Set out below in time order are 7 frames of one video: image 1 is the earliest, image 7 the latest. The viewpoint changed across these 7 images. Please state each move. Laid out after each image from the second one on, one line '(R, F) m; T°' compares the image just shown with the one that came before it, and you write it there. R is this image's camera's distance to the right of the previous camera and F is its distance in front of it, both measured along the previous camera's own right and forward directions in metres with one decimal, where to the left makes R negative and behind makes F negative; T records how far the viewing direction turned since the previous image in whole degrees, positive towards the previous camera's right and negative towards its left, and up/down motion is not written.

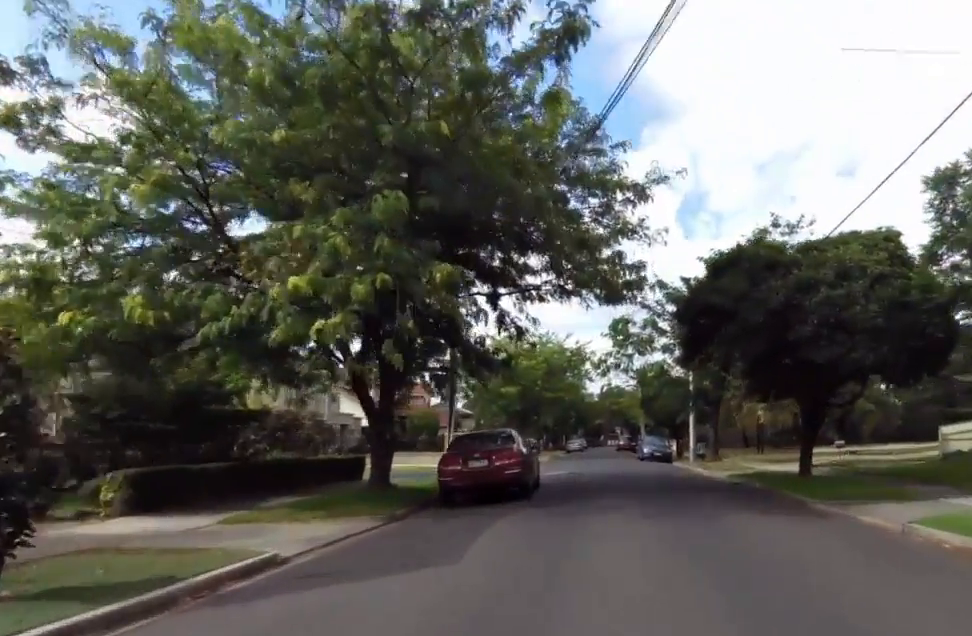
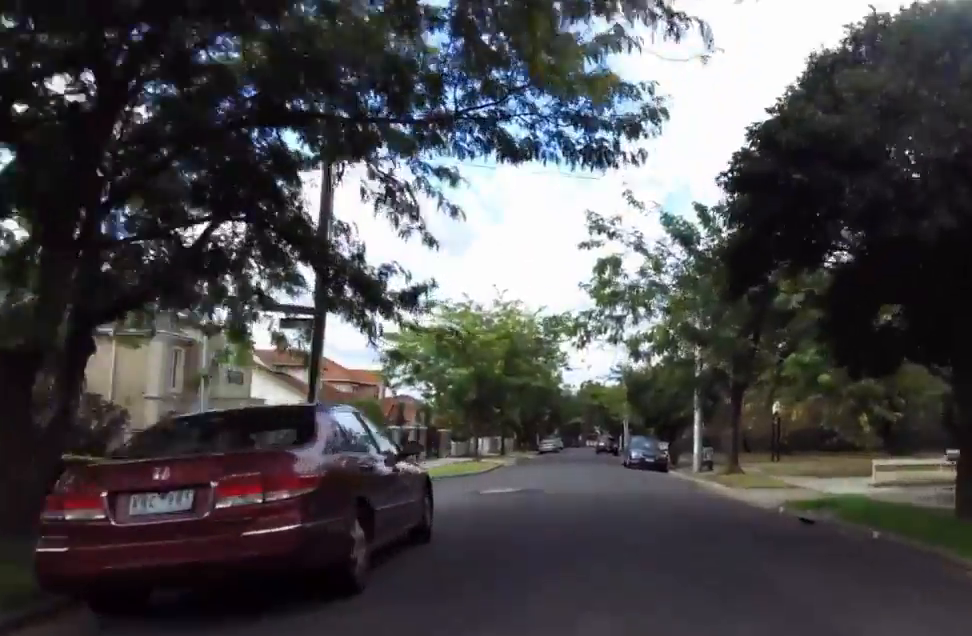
(+0.2, +9.9) m; 0°
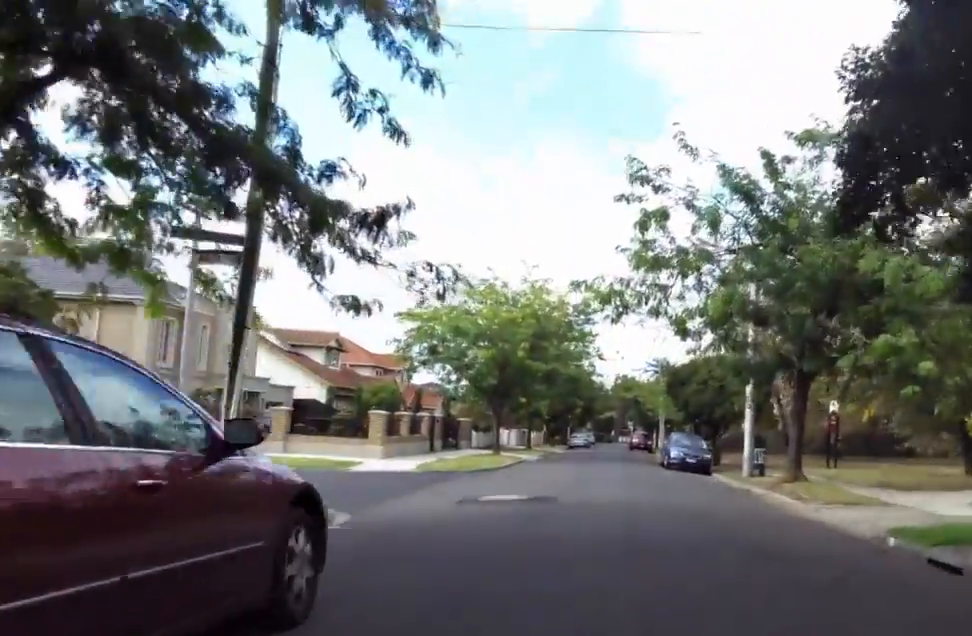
(-0.5, +4.3) m; 0°
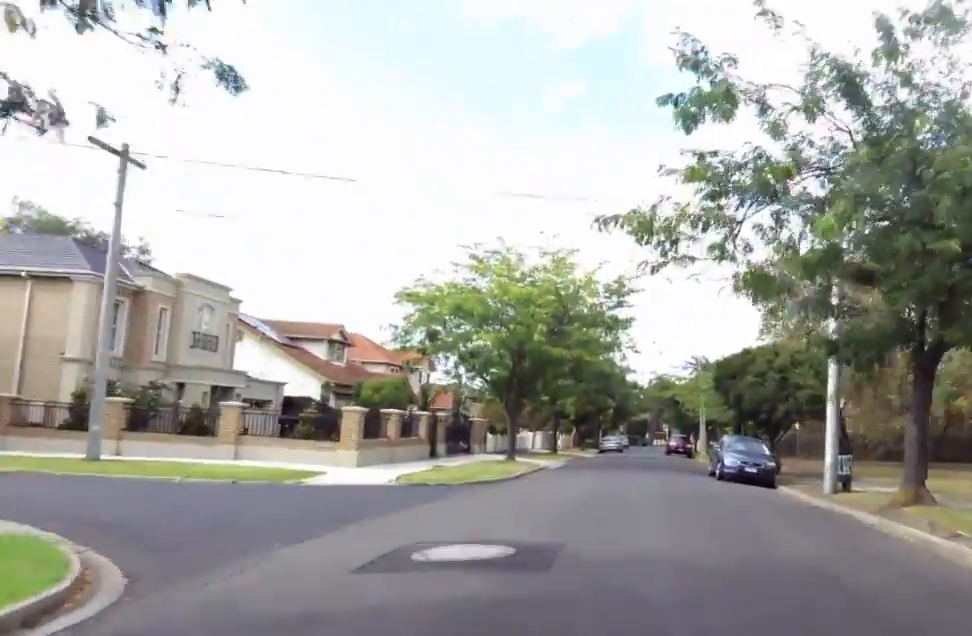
(+1.0, +5.9) m; 0°
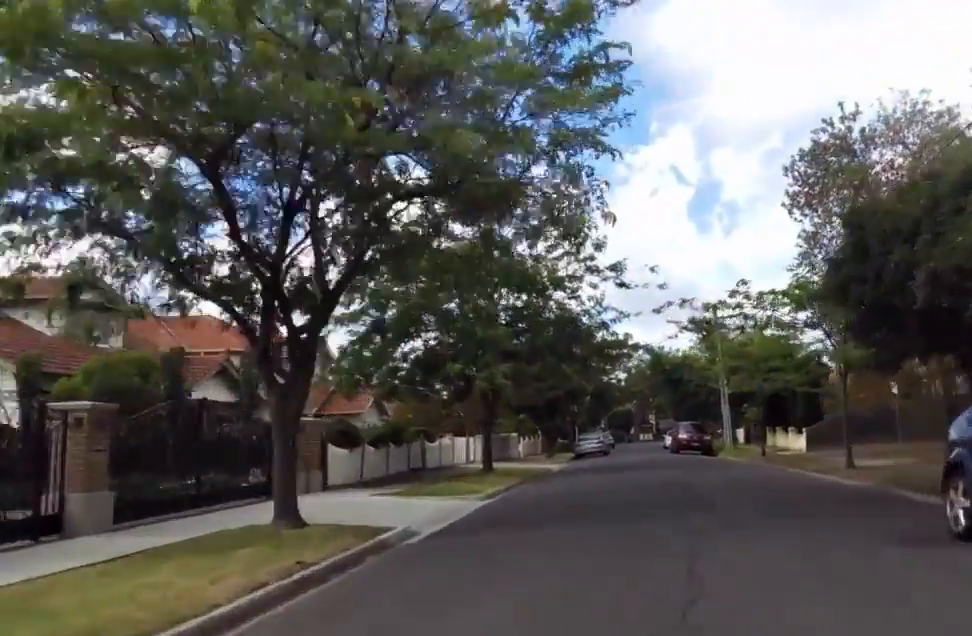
(-2.1, +19.5) m; +2°
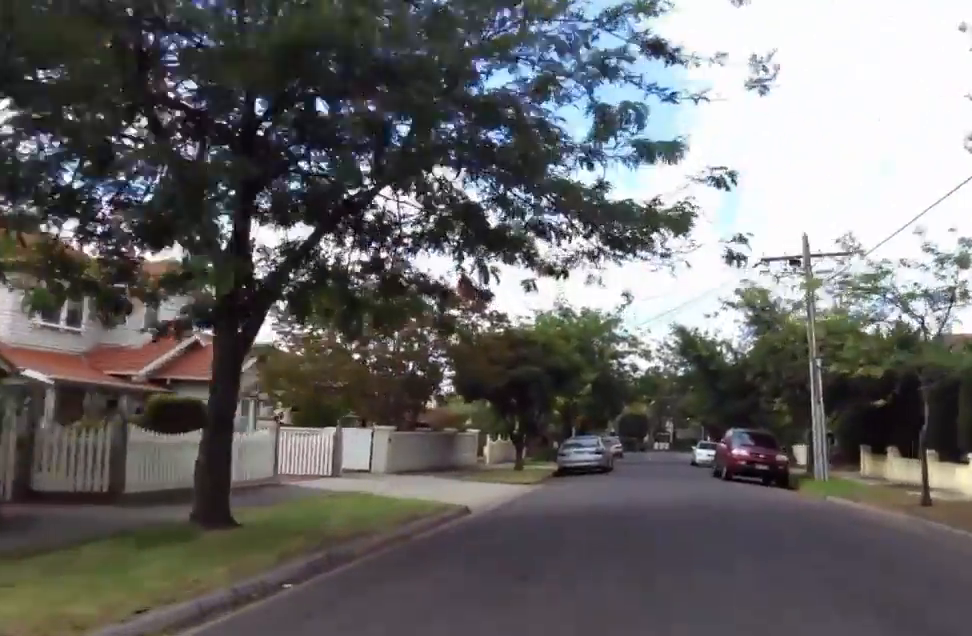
(+1.2, +17.0) m; -5°
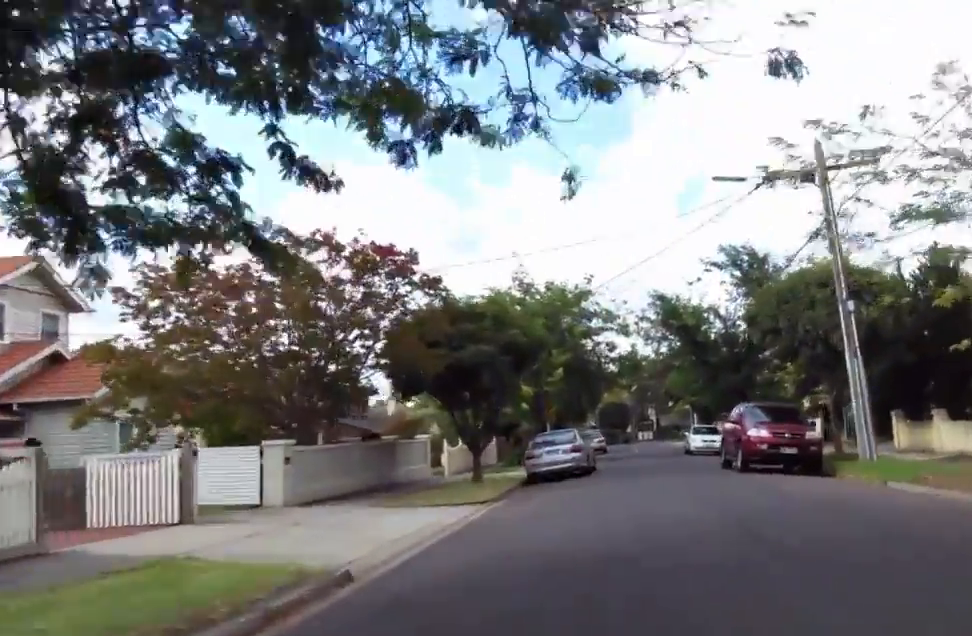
(-0.6, +5.6) m; -5°
